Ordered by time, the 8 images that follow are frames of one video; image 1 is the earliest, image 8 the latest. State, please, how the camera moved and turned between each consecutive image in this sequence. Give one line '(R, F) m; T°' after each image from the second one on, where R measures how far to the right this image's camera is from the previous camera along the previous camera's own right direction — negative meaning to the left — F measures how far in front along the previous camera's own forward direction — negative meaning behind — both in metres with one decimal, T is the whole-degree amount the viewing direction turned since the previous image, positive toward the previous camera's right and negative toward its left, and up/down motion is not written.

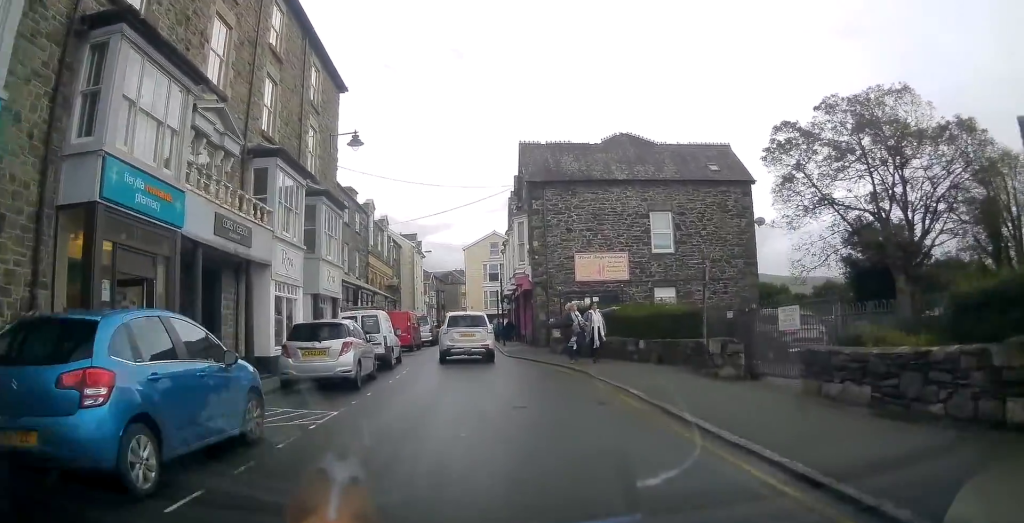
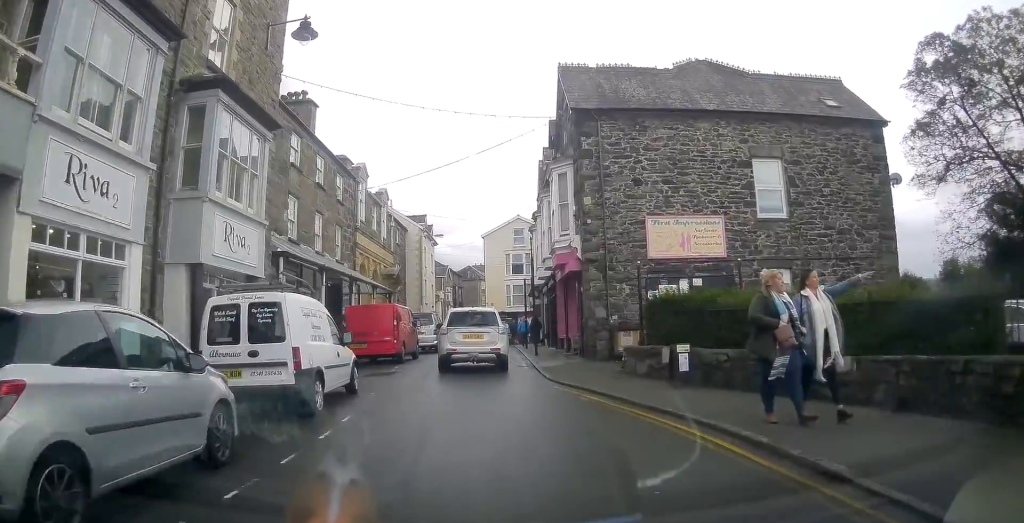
(-0.3, +9.7) m; -2°
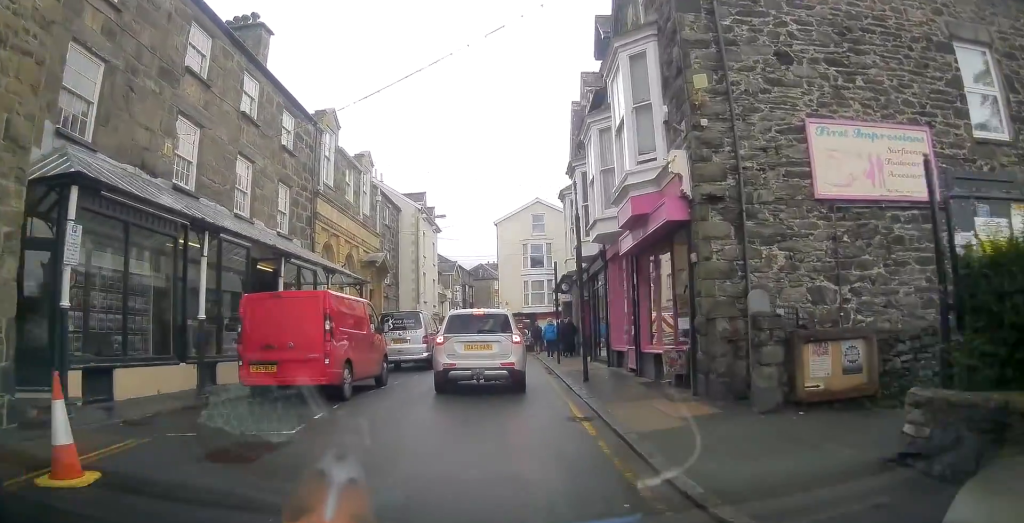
(-0.1, +9.4) m; -2°
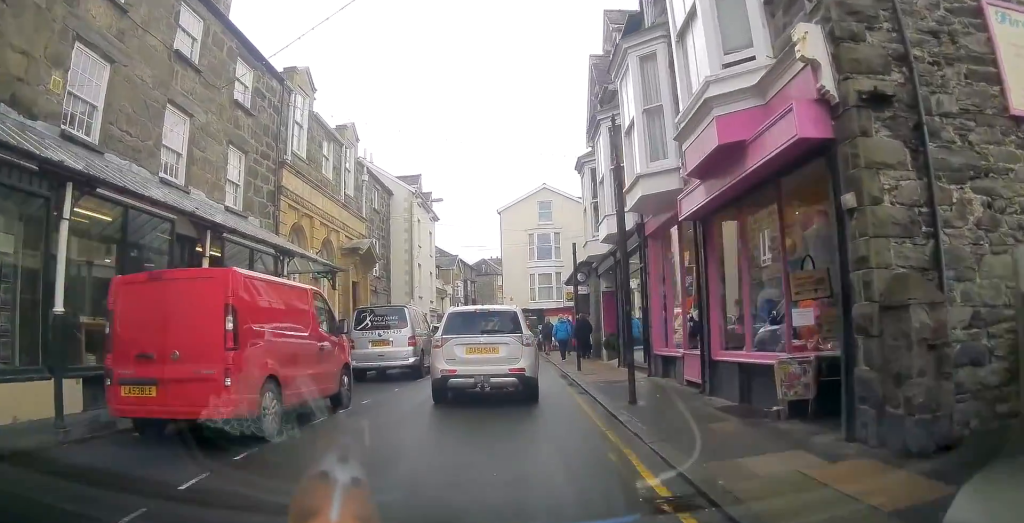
(-0.1, +3.8) m; +2°
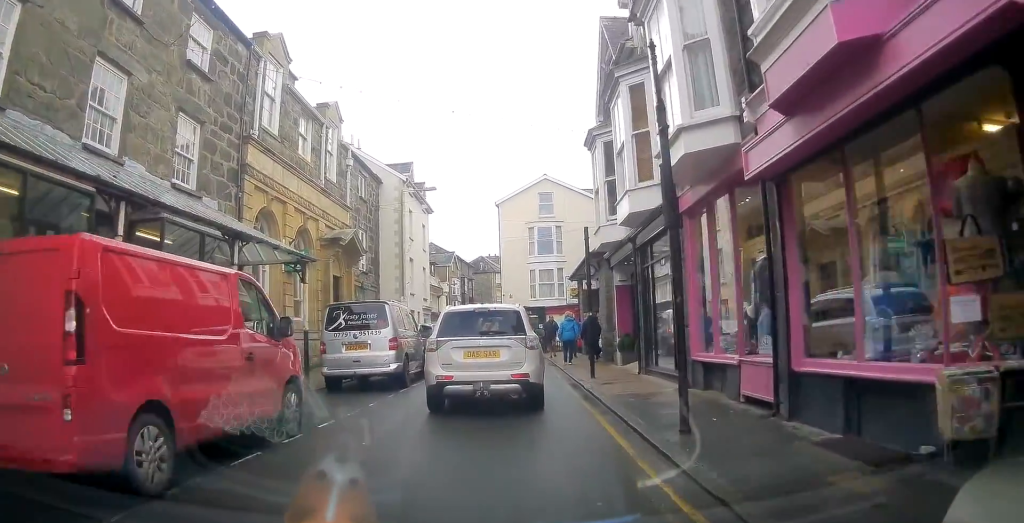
(+0.1, +2.5) m; +2°
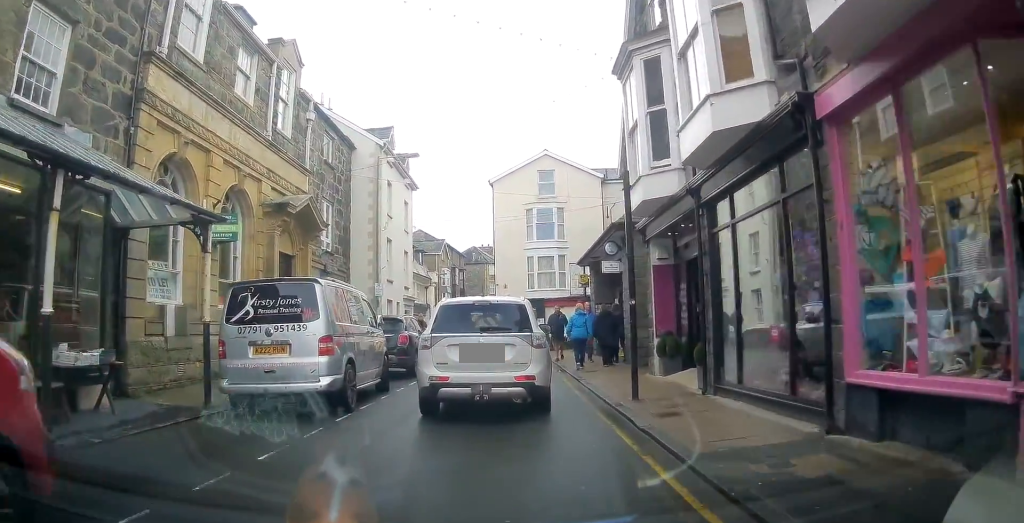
(+0.2, +4.8) m; +1°
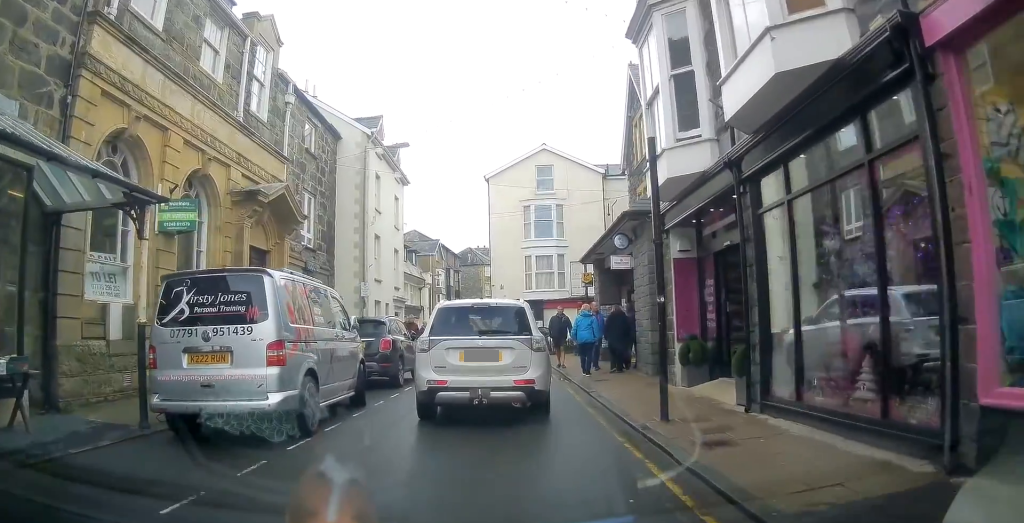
(0.0, +1.7) m; -1°
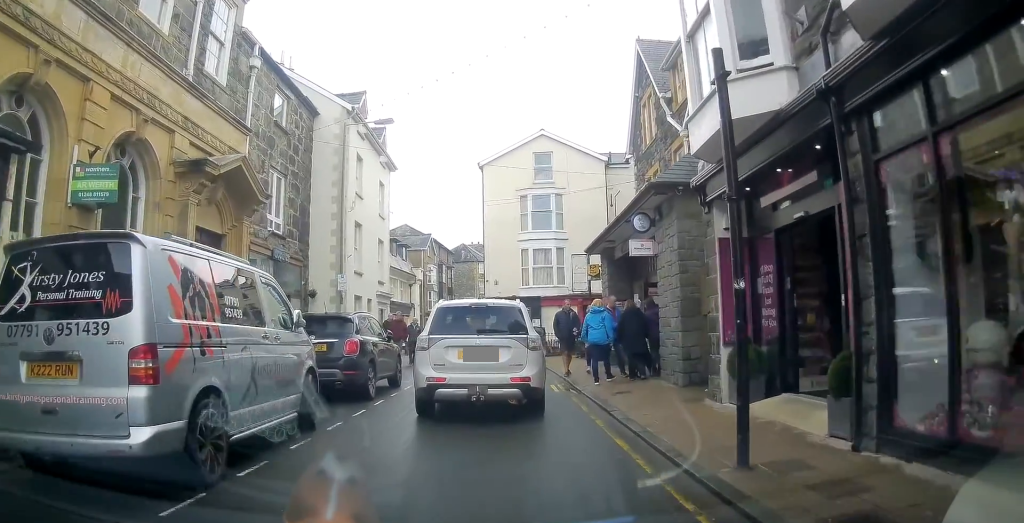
(-0.1, +2.3) m; +4°
